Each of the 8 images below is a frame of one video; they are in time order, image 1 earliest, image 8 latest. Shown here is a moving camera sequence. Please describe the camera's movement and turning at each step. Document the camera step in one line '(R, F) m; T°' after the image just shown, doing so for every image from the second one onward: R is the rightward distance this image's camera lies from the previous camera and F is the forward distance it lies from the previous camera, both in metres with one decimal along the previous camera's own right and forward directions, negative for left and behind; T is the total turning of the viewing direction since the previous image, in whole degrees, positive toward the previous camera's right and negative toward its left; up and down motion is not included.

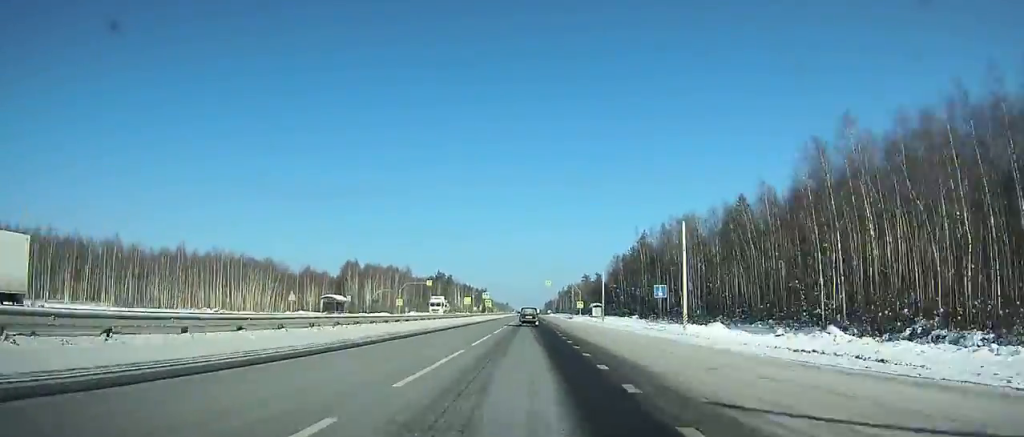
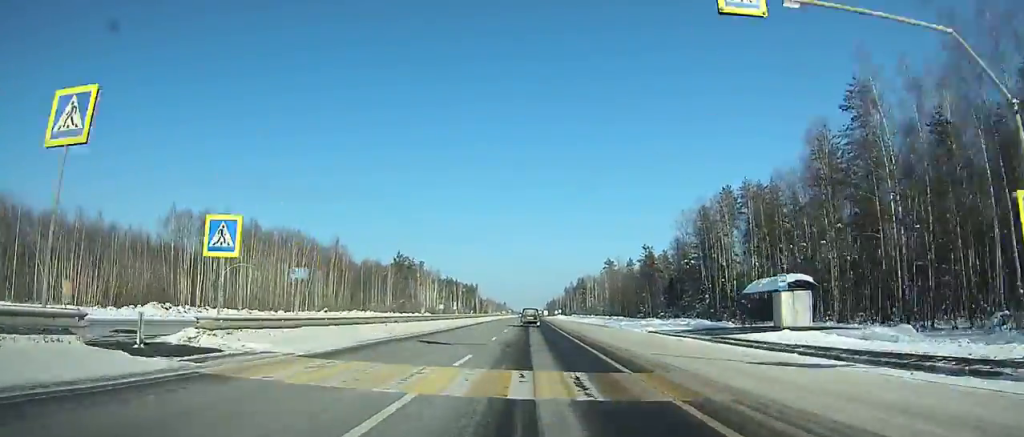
(-0.9, +105.0) m; 0°
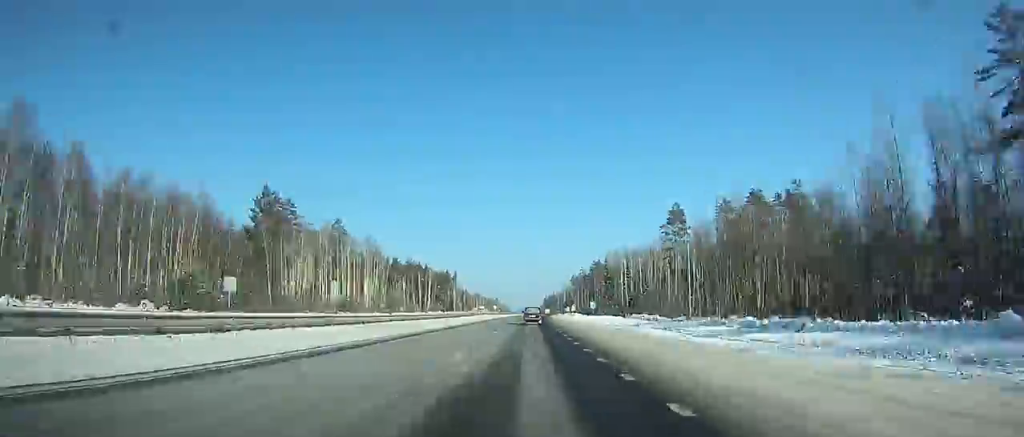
(+0.4, +118.3) m; +1°
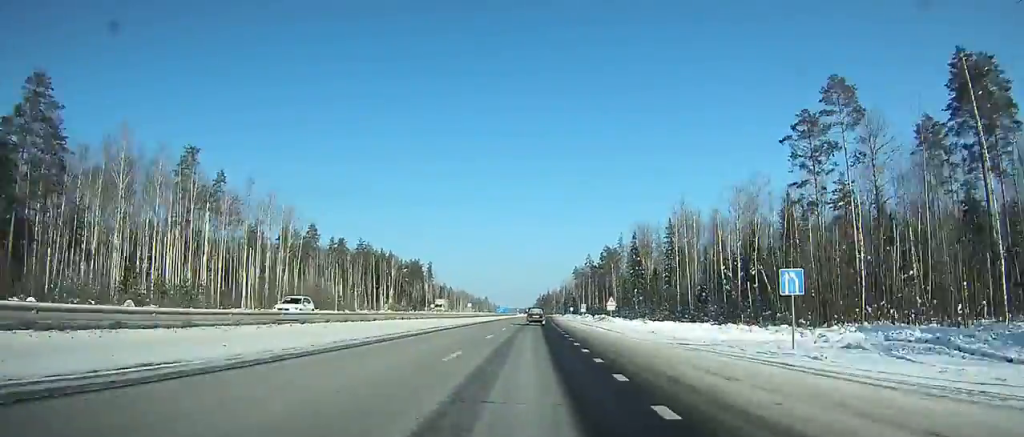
(+0.2, +72.2) m; +1°
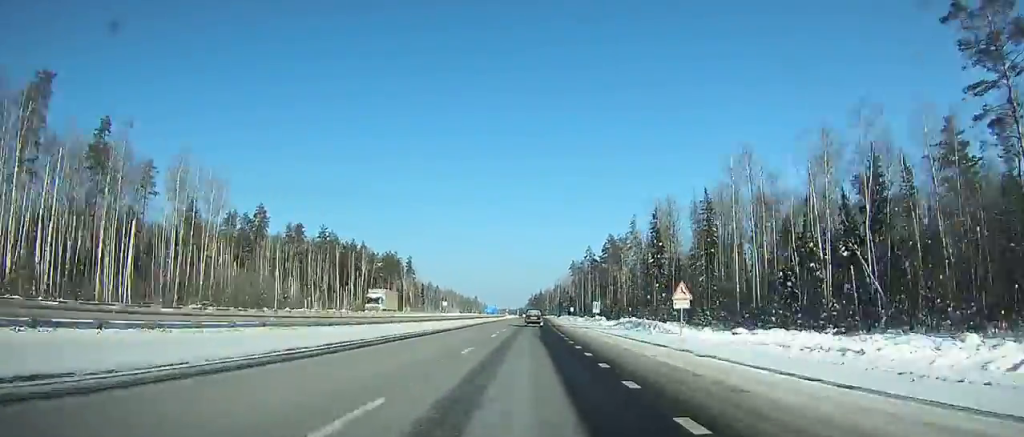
(+0.4, +34.1) m; +1°
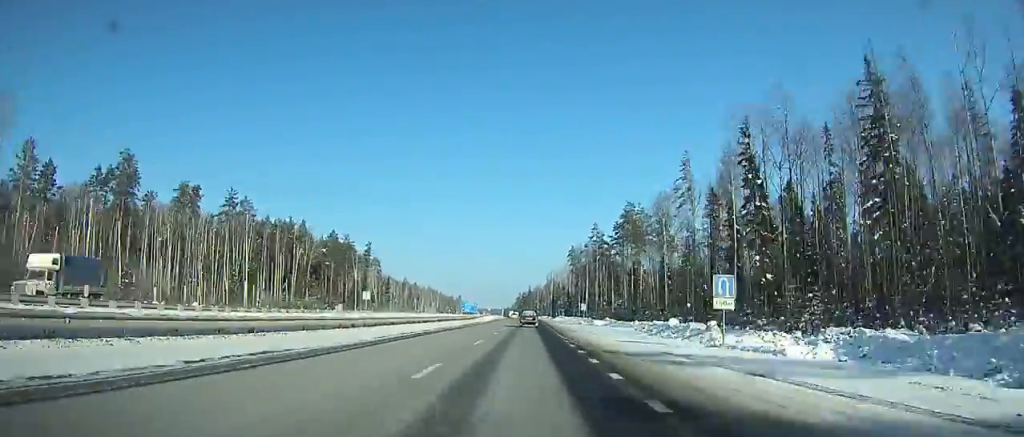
(+0.5, +53.8) m; +1°
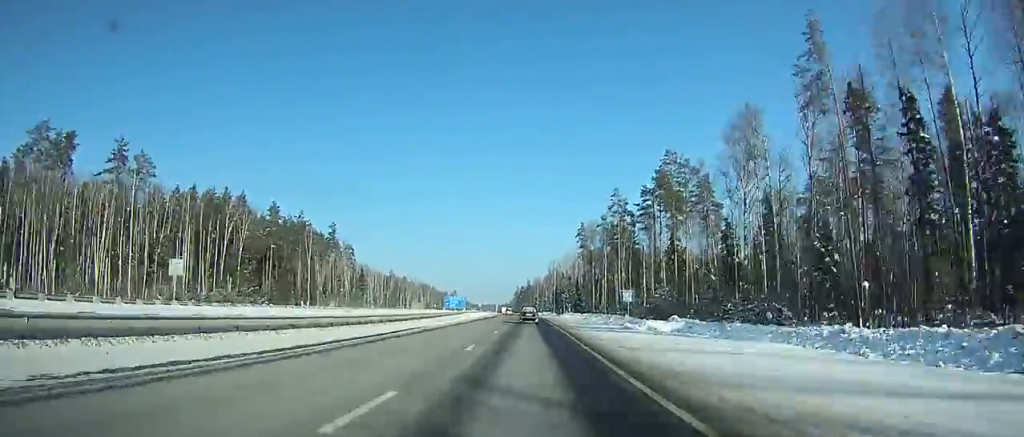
(+0.3, +41.8) m; 0°
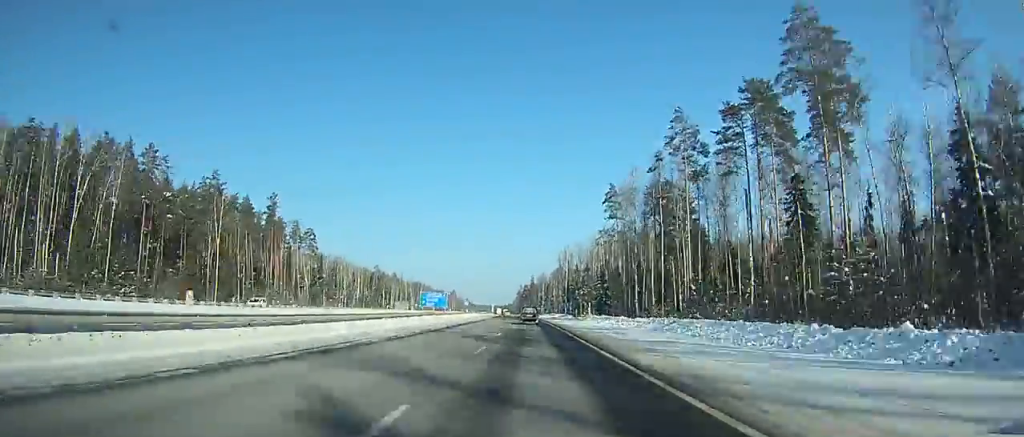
(+0.1, +49.4) m; 0°
